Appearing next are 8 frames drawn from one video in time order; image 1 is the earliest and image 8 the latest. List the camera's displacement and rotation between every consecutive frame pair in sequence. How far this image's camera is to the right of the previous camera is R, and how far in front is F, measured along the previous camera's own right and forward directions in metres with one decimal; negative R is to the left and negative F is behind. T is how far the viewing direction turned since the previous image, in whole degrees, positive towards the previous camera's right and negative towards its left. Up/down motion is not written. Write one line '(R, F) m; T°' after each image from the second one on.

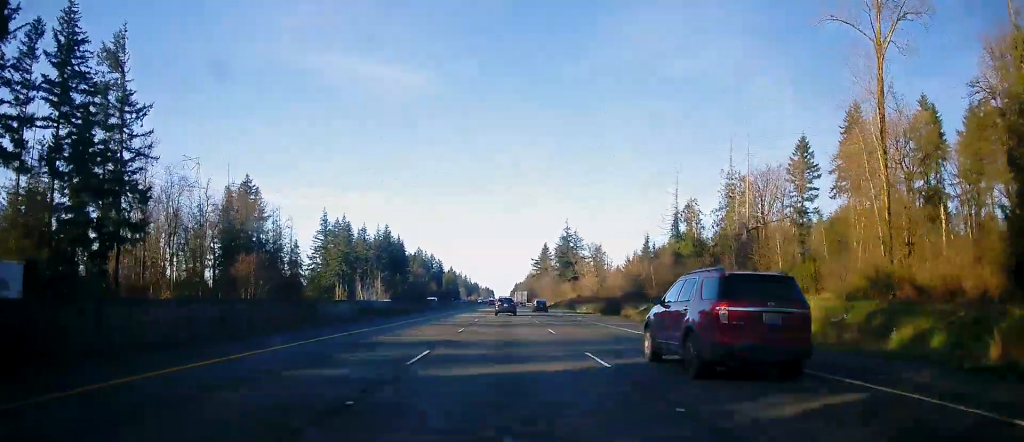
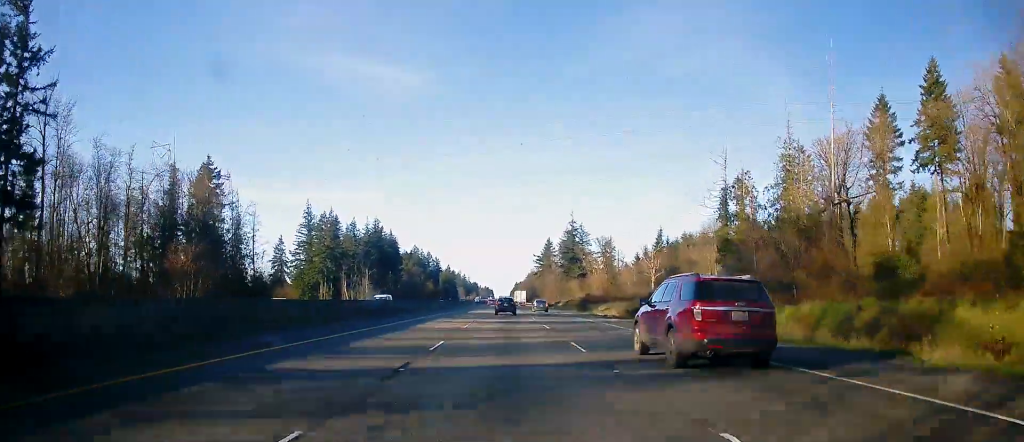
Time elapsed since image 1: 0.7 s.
(+0.1, +20.9) m; 0°
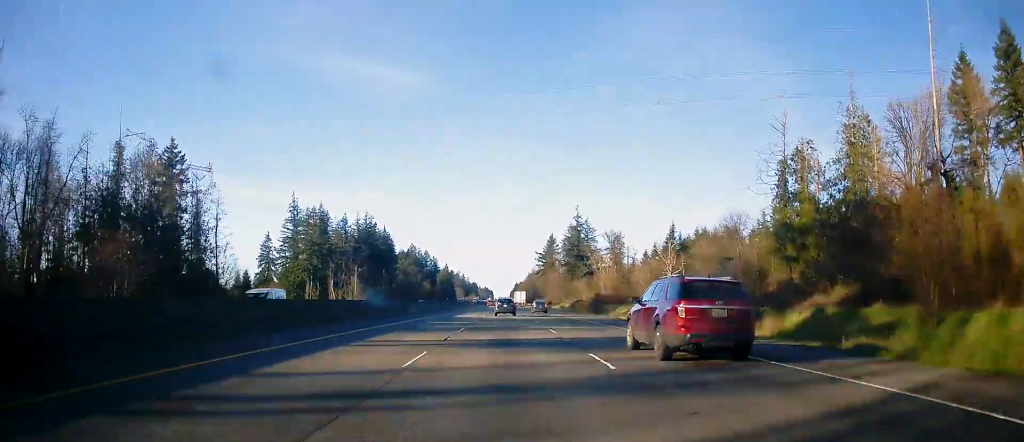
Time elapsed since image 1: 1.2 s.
(+0.1, +15.9) m; 0°
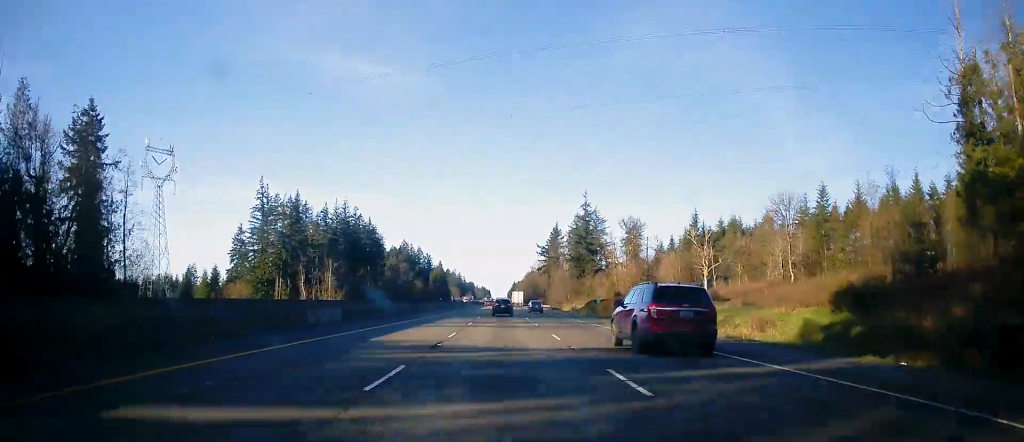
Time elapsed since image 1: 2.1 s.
(0.0, +26.9) m; 0°
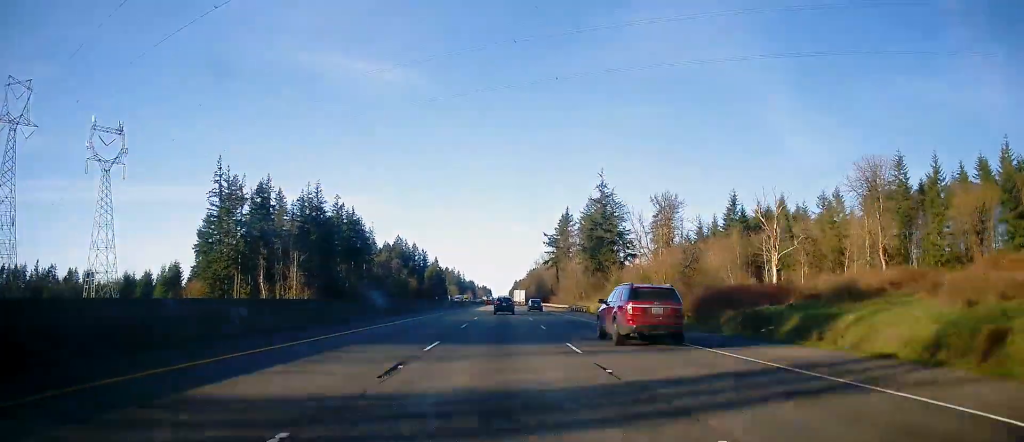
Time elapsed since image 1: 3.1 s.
(0.0, +30.0) m; 0°
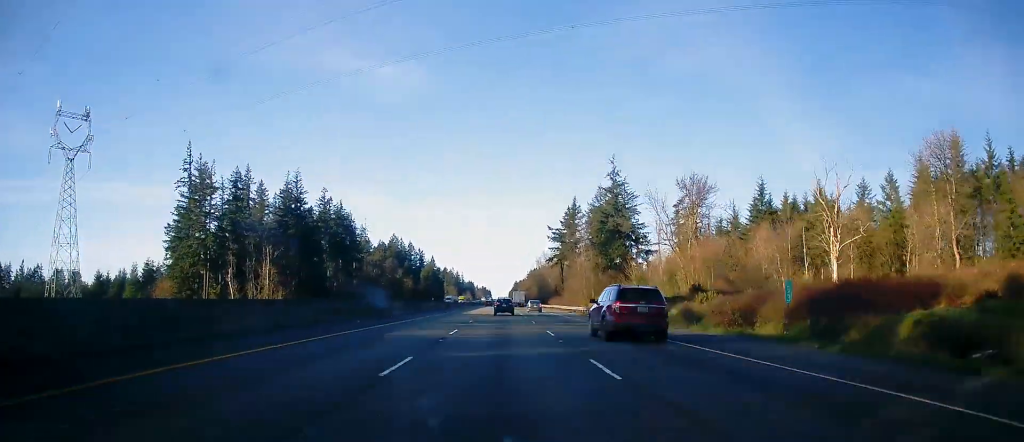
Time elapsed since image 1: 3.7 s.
(+0.4, +17.1) m; 0°
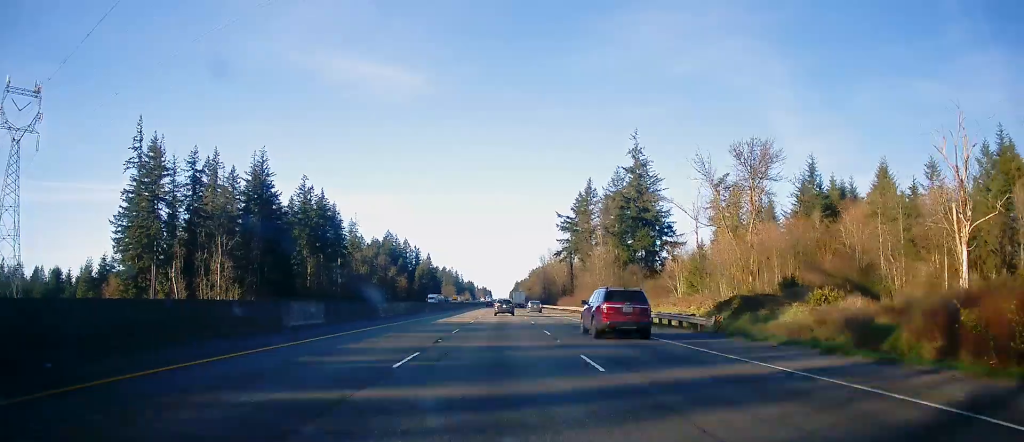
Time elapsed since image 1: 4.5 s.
(-0.5, +23.2) m; -1°
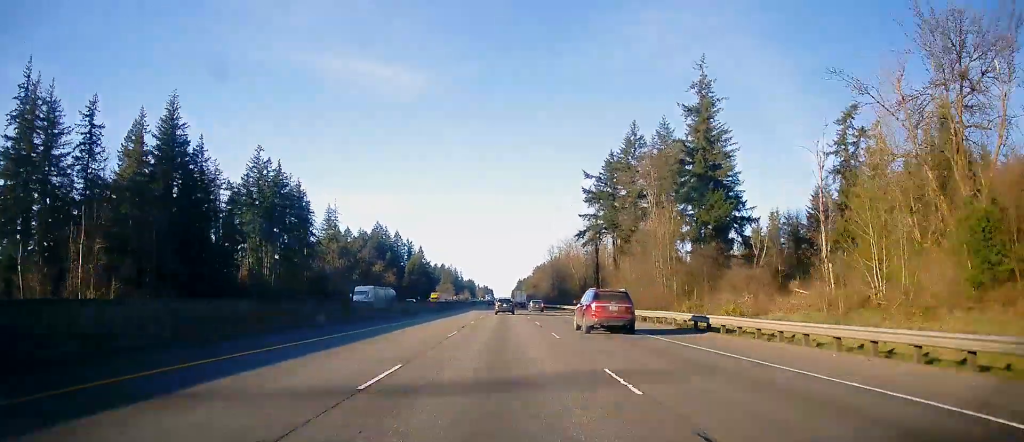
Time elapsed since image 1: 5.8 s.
(-0.3, +39.2) m; 0°
